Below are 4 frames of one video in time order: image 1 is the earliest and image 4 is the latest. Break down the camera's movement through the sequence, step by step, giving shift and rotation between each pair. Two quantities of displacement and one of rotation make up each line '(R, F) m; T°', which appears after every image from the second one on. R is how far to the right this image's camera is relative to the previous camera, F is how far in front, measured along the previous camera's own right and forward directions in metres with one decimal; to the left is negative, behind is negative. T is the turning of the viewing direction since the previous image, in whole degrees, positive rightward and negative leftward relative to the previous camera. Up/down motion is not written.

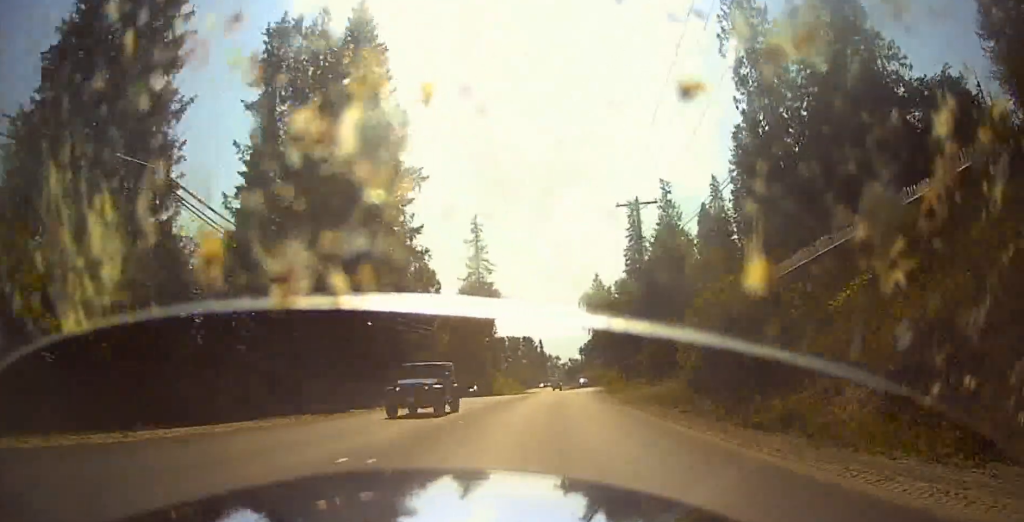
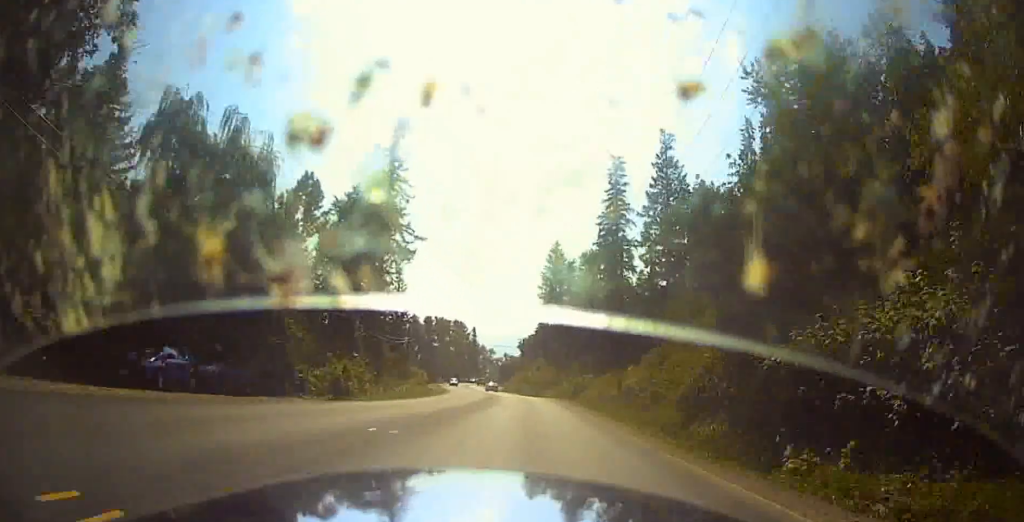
(+1.0, +47.1) m; -1°
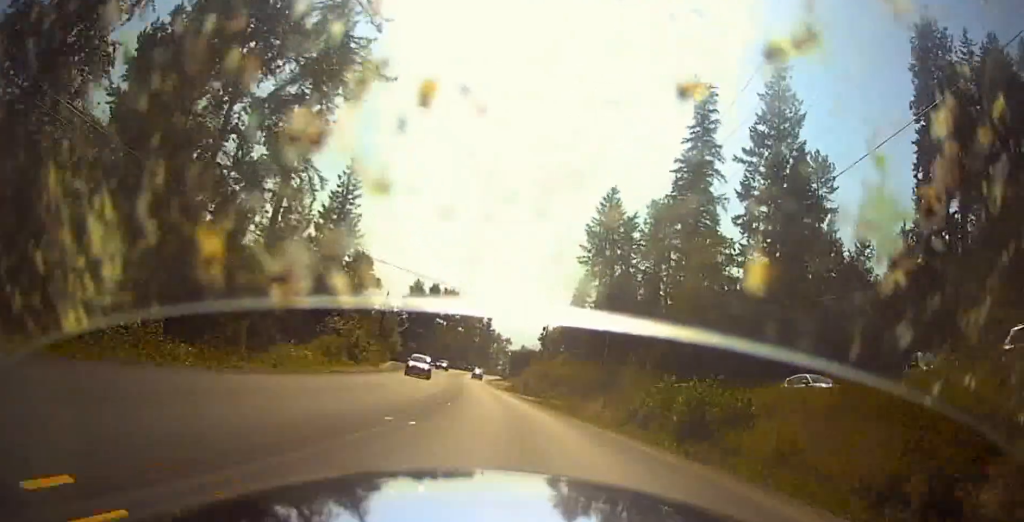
(-2.3, +46.0) m; -4°
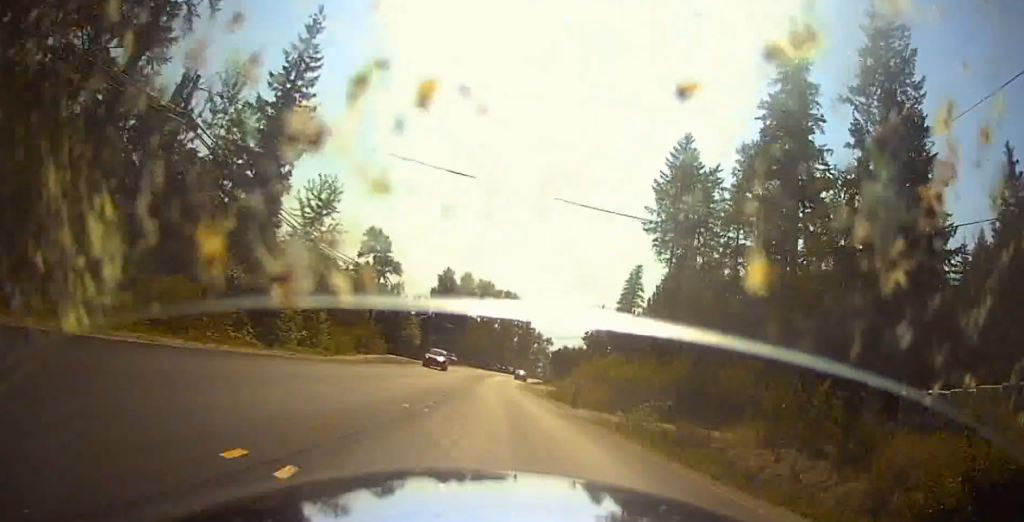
(-0.3, +24.4) m; -1°
